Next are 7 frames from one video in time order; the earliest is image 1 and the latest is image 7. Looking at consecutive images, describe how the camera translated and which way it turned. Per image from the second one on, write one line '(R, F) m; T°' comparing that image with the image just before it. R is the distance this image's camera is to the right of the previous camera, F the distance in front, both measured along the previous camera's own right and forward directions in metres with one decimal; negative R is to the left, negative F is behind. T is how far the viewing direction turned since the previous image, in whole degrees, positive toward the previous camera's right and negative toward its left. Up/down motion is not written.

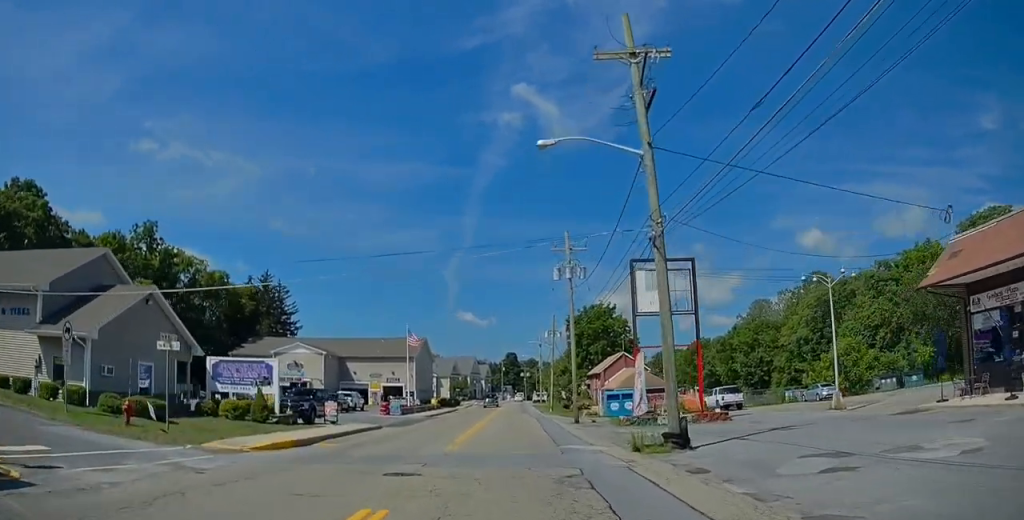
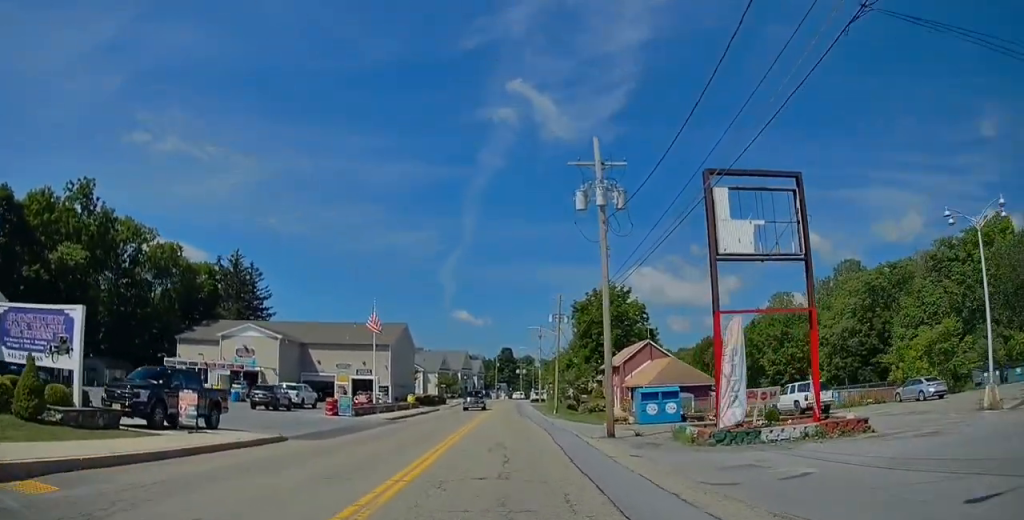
(-0.3, +15.8) m; -1°
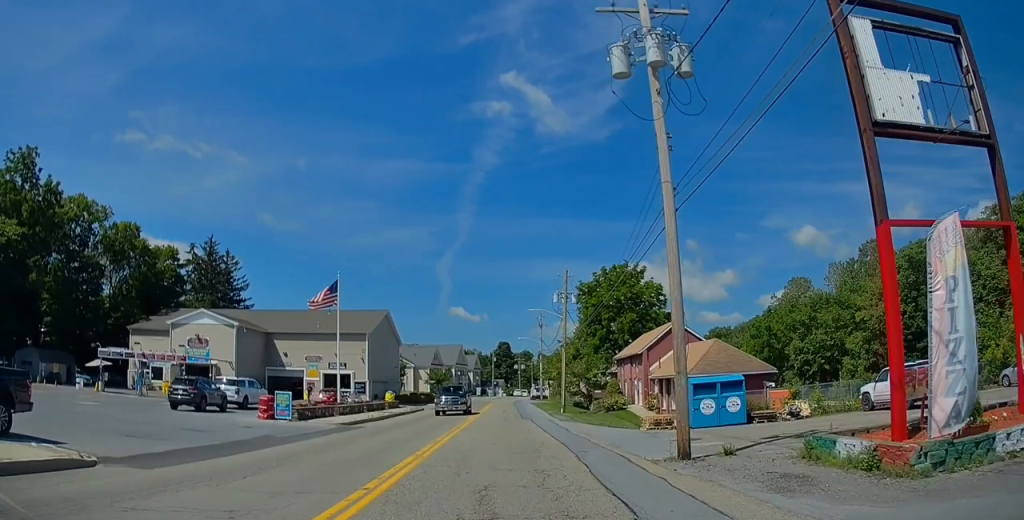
(0.0, +11.0) m; +1°
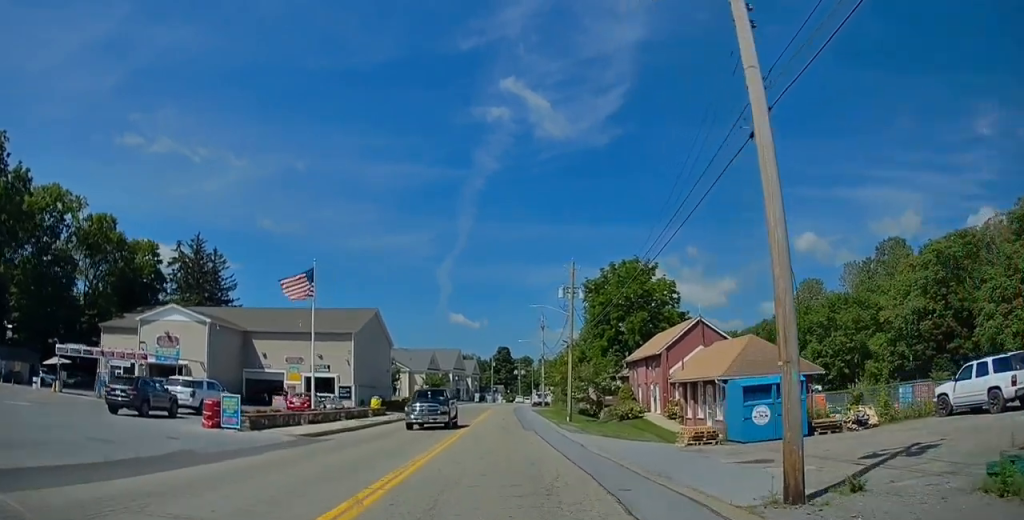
(+0.2, +6.0) m; 0°
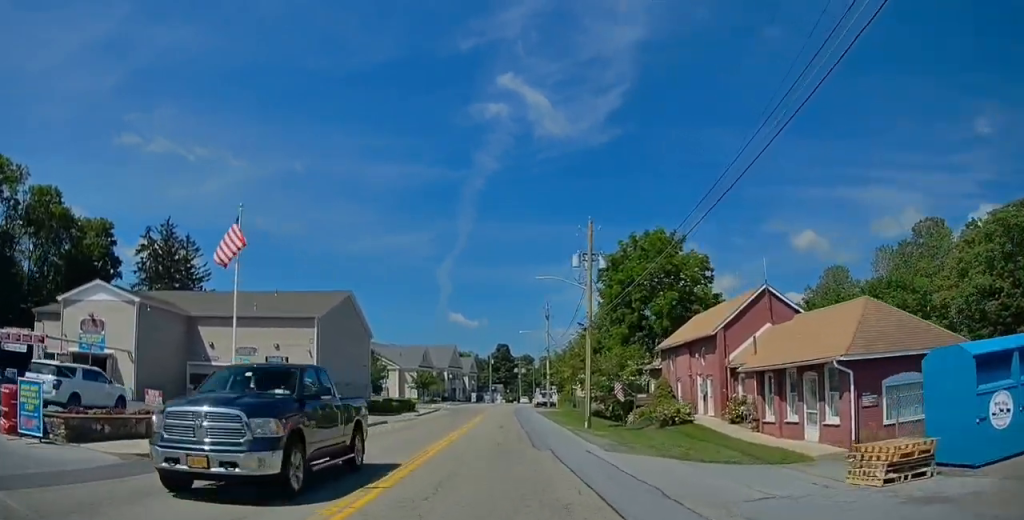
(-0.3, +11.8) m; -1°
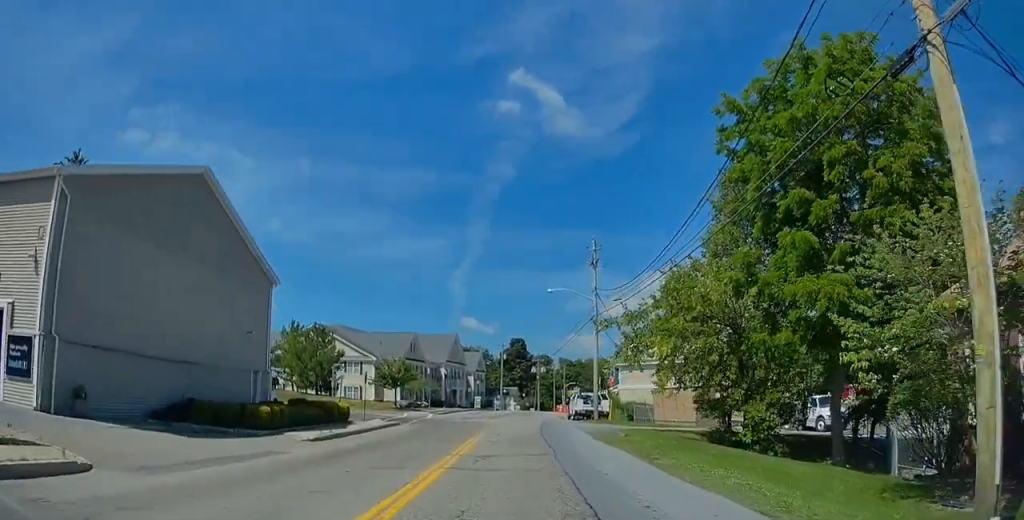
(+1.0, +30.9) m; +2°
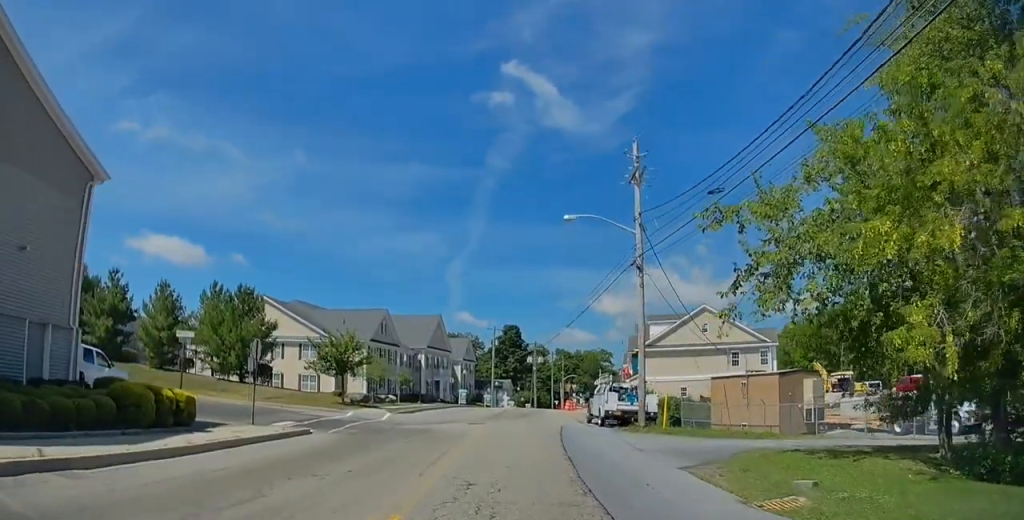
(-0.6, +16.6) m; -1°
